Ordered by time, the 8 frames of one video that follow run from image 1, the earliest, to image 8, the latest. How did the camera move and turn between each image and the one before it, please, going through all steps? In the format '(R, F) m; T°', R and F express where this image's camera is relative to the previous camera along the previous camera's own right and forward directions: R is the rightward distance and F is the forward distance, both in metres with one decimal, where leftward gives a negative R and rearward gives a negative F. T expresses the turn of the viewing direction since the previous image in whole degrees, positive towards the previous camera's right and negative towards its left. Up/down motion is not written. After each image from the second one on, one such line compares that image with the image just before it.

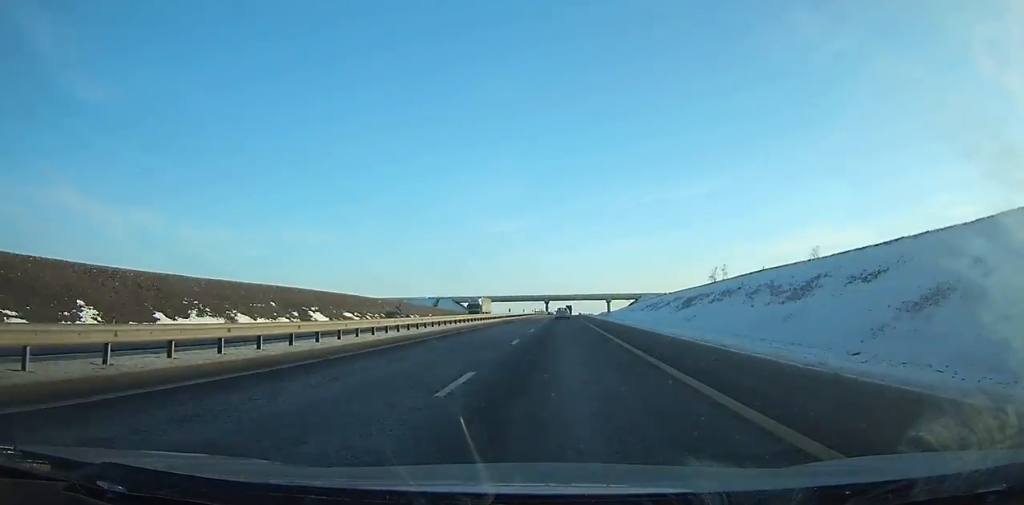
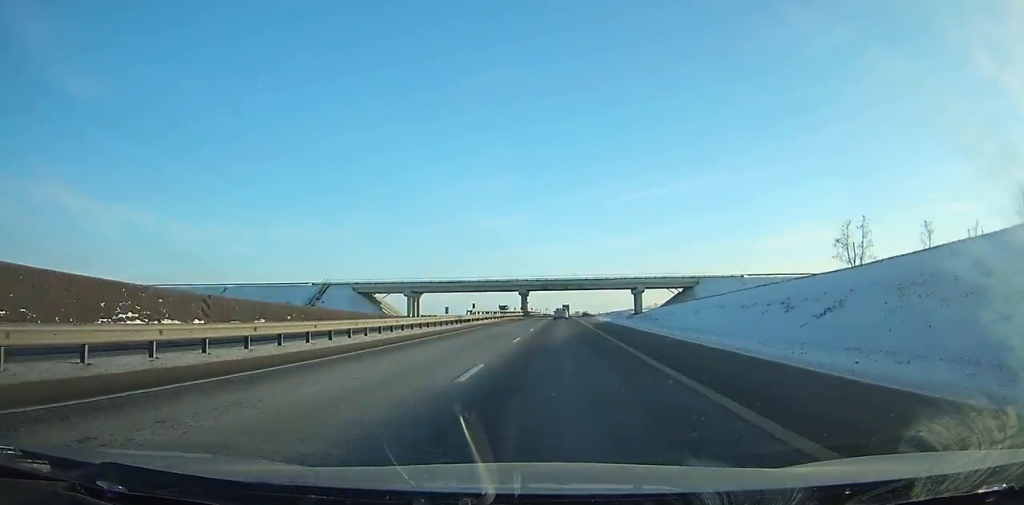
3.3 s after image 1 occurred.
(+0.7, +106.7) m; +1°
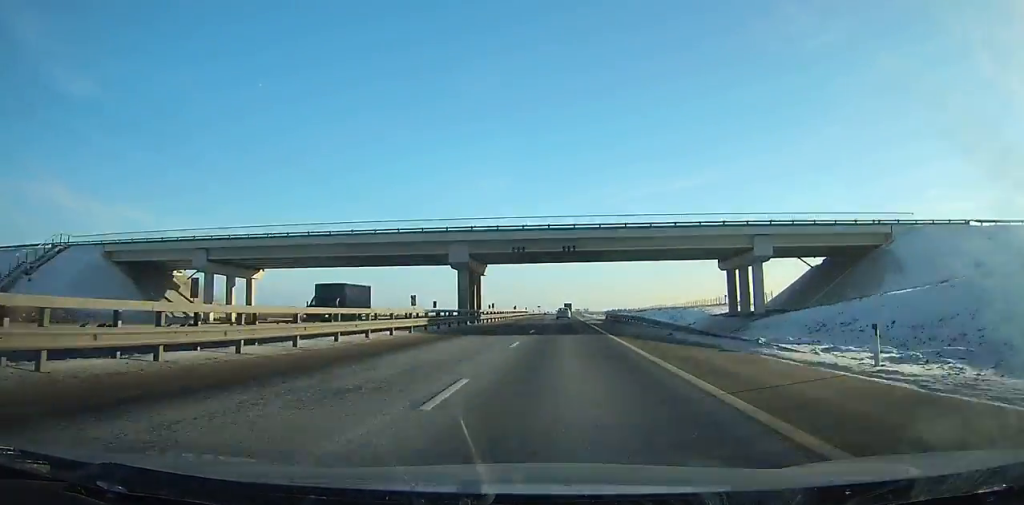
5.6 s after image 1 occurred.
(+0.3, +75.0) m; +1°
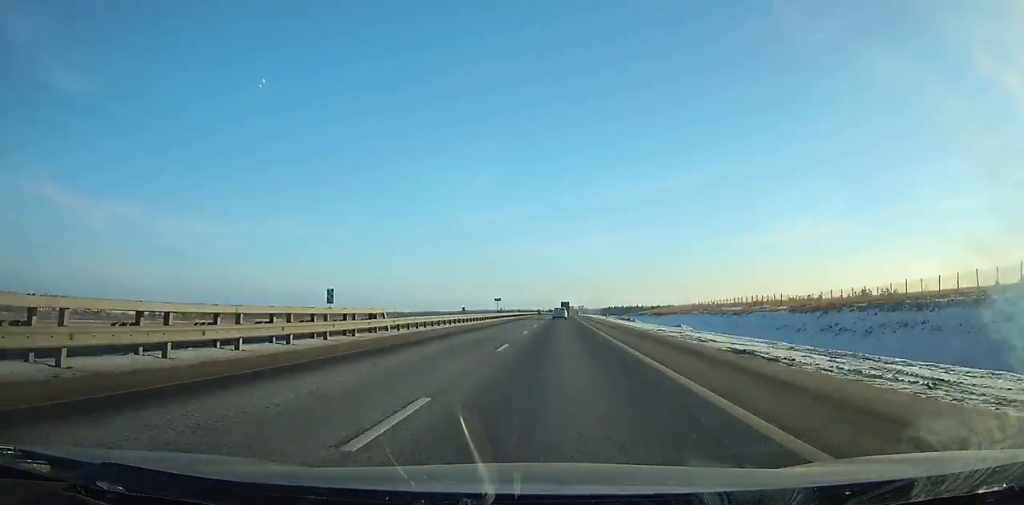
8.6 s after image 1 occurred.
(+0.4, +98.8) m; 0°
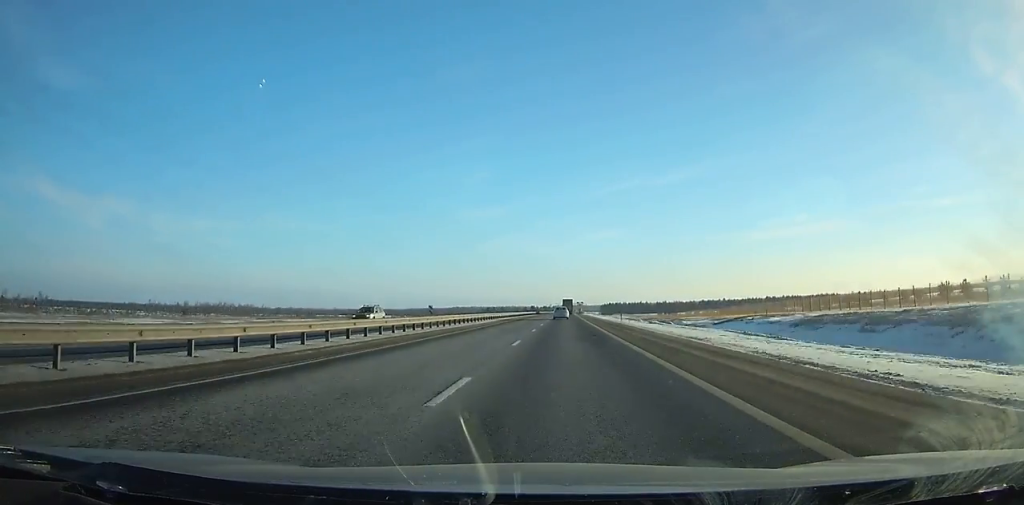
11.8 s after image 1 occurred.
(+0.4, +106.1) m; 0°
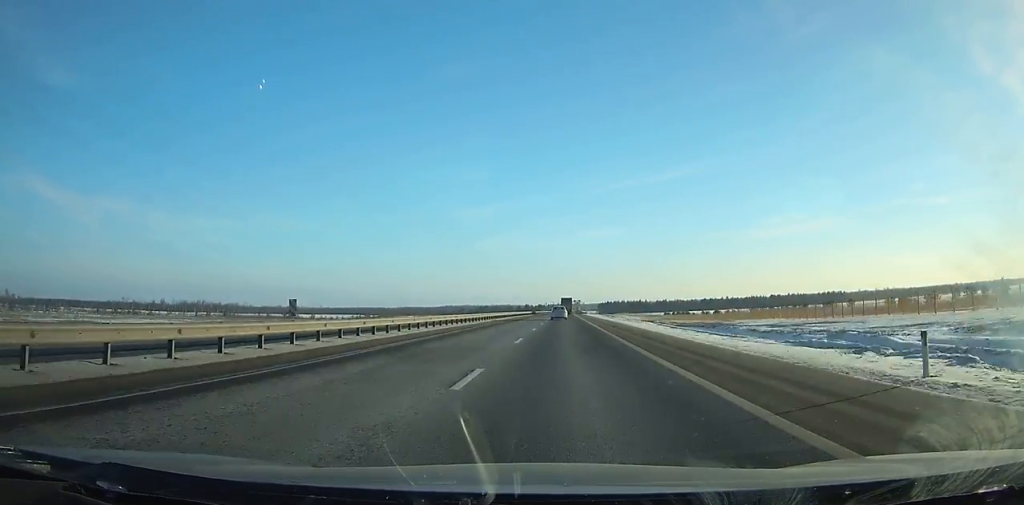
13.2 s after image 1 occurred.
(+0.1, +46.5) m; 0°
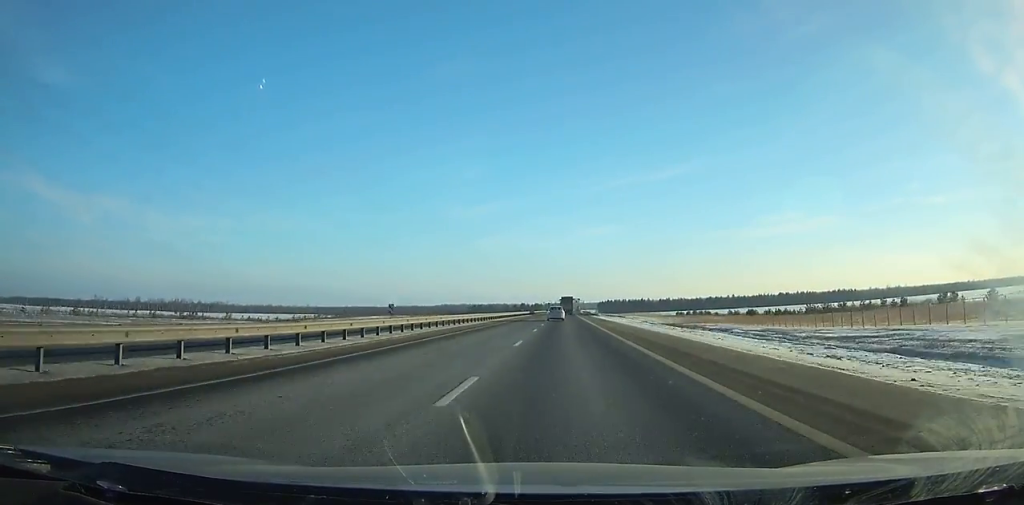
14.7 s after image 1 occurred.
(+0.1, +49.7) m; 0°
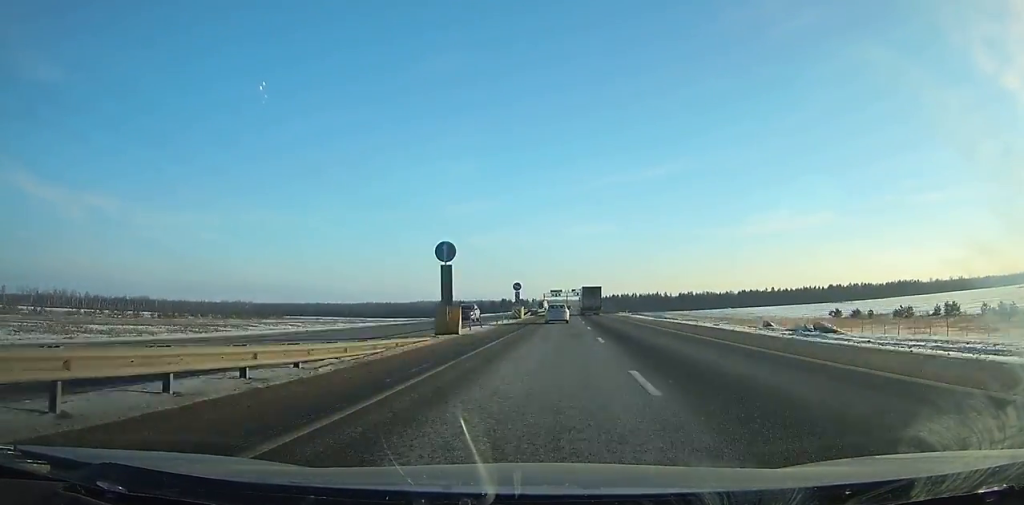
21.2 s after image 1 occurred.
(+0.9, +213.8) m; +1°
